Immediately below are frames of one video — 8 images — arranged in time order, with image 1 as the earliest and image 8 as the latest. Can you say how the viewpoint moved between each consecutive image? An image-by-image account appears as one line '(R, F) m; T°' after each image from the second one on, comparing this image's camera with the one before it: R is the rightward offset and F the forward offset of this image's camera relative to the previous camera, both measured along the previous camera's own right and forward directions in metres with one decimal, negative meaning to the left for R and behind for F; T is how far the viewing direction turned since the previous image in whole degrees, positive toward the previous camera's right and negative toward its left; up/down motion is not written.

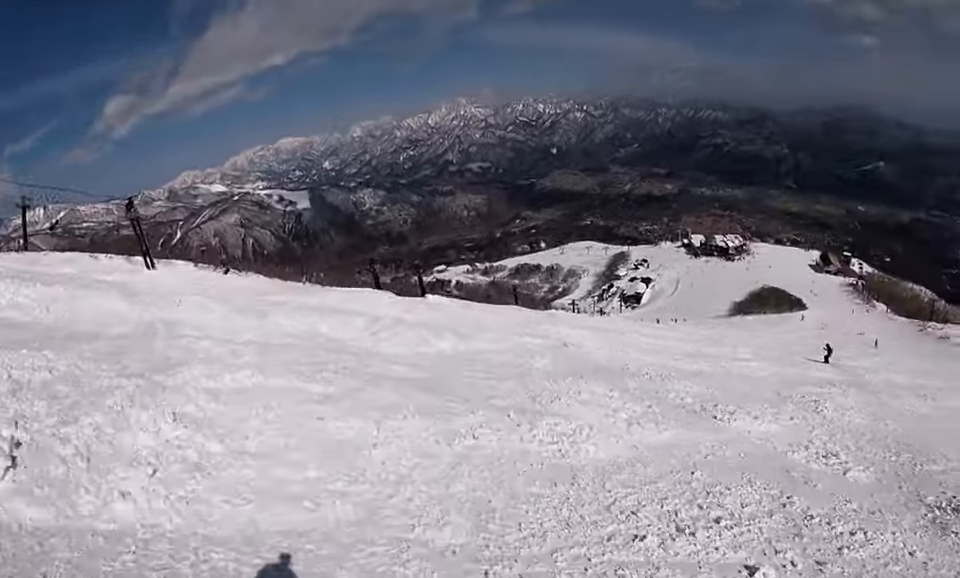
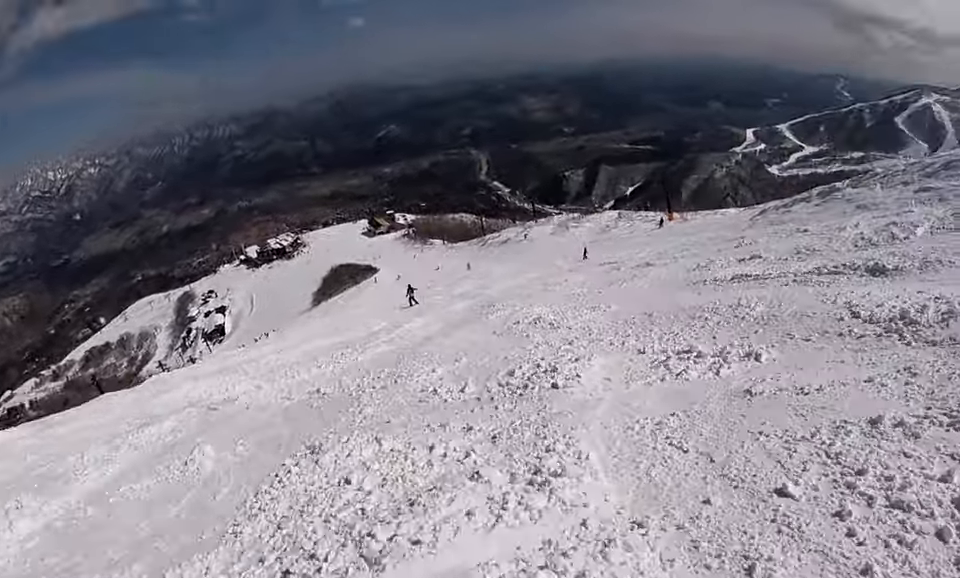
(+1.4, +3.5) m; +48°
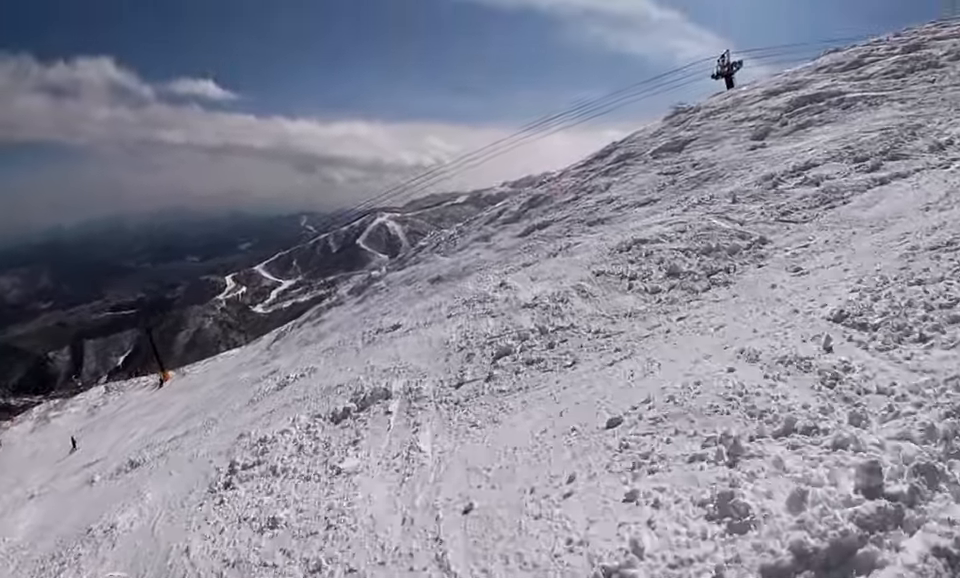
(+5.8, +8.8) m; +36°
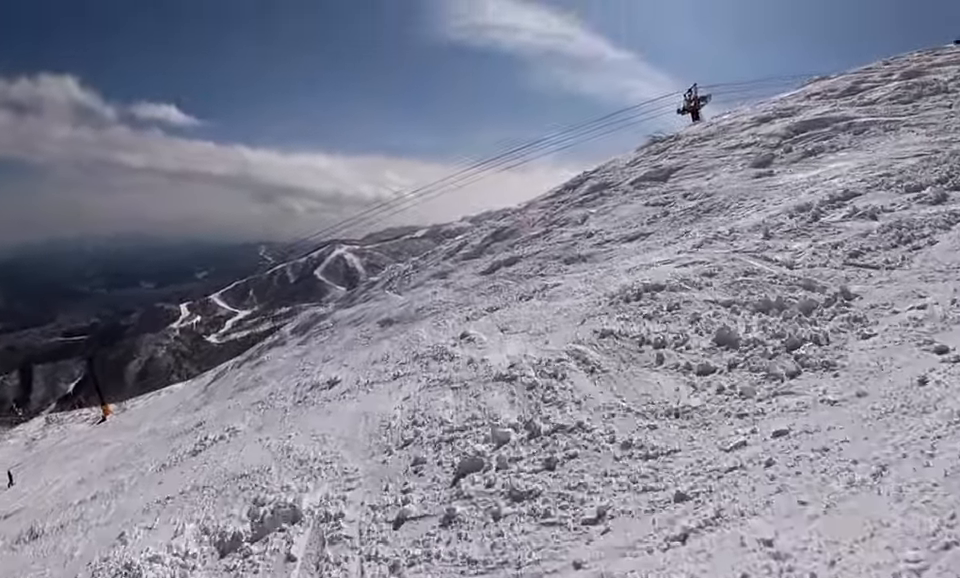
(+0.3, +2.1) m; -5°
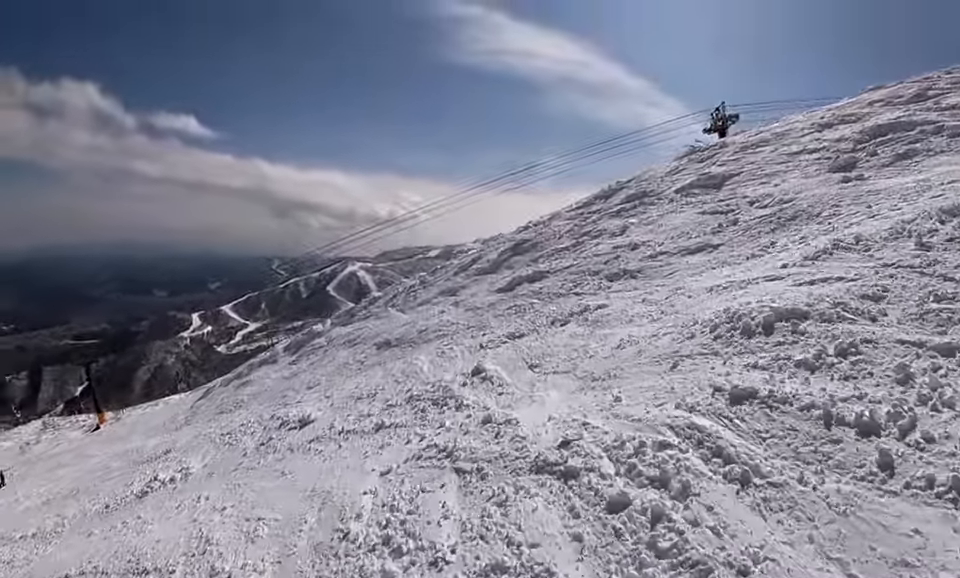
(-0.4, +2.0) m; -3°
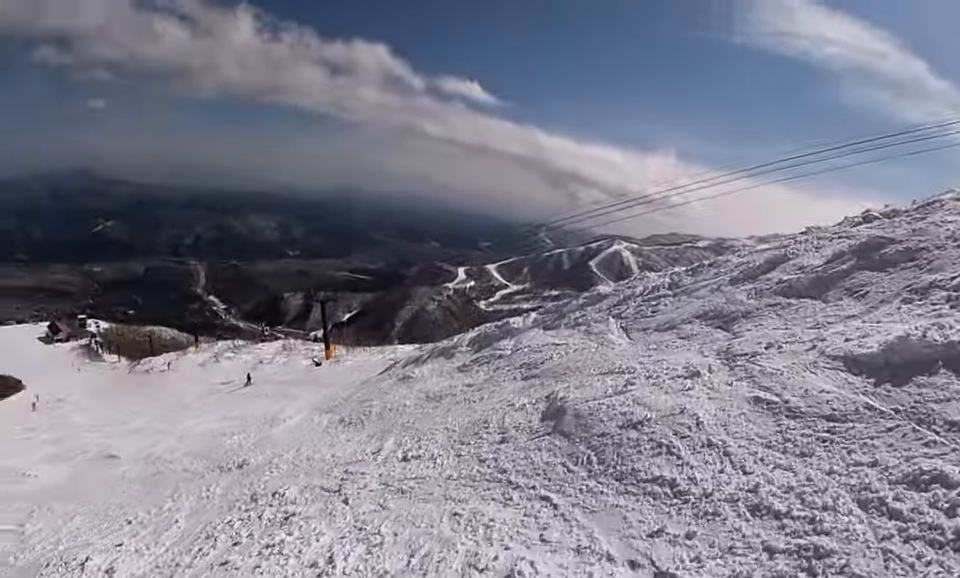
(-0.8, +7.3) m; -38°
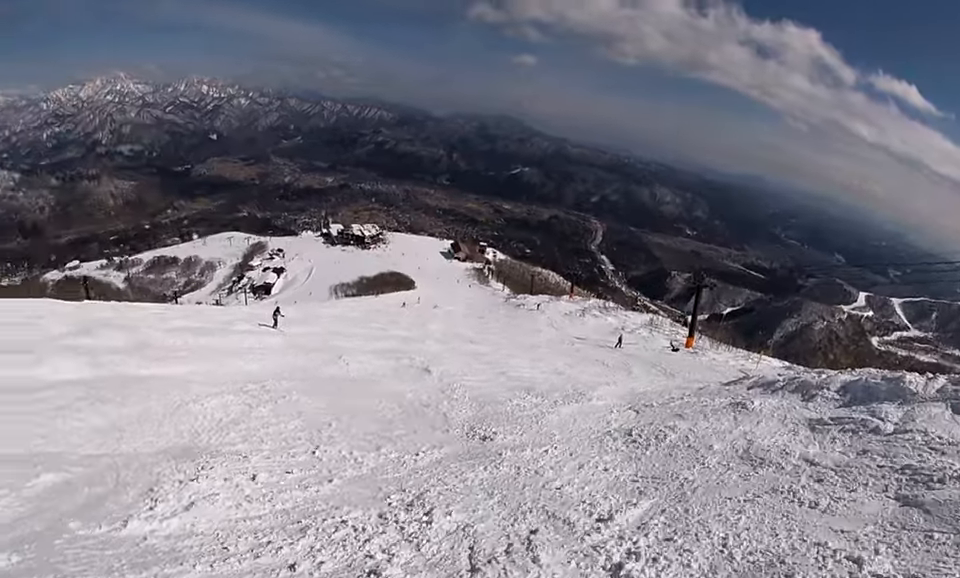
(-2.2, +2.6) m; -61°
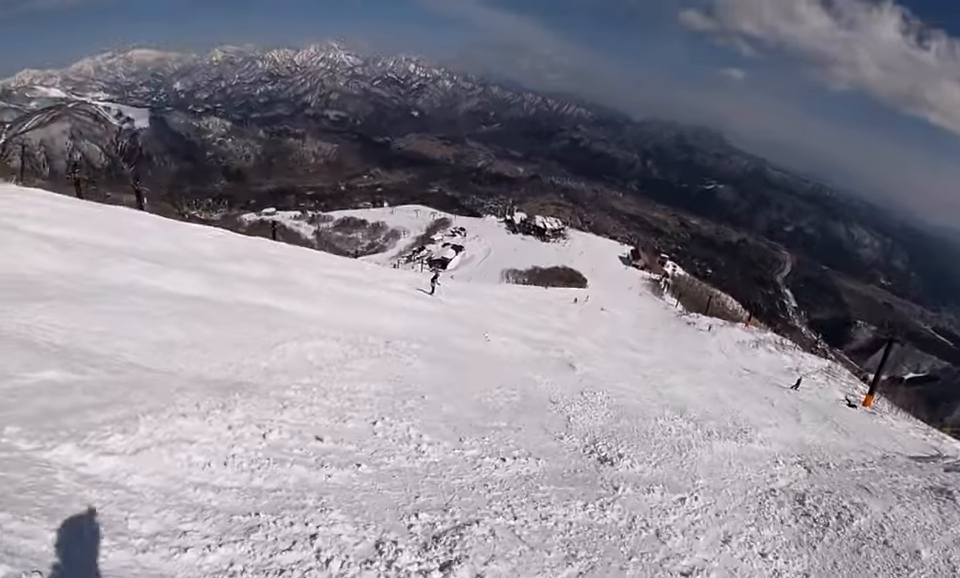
(-0.8, +2.1) m; -14°
